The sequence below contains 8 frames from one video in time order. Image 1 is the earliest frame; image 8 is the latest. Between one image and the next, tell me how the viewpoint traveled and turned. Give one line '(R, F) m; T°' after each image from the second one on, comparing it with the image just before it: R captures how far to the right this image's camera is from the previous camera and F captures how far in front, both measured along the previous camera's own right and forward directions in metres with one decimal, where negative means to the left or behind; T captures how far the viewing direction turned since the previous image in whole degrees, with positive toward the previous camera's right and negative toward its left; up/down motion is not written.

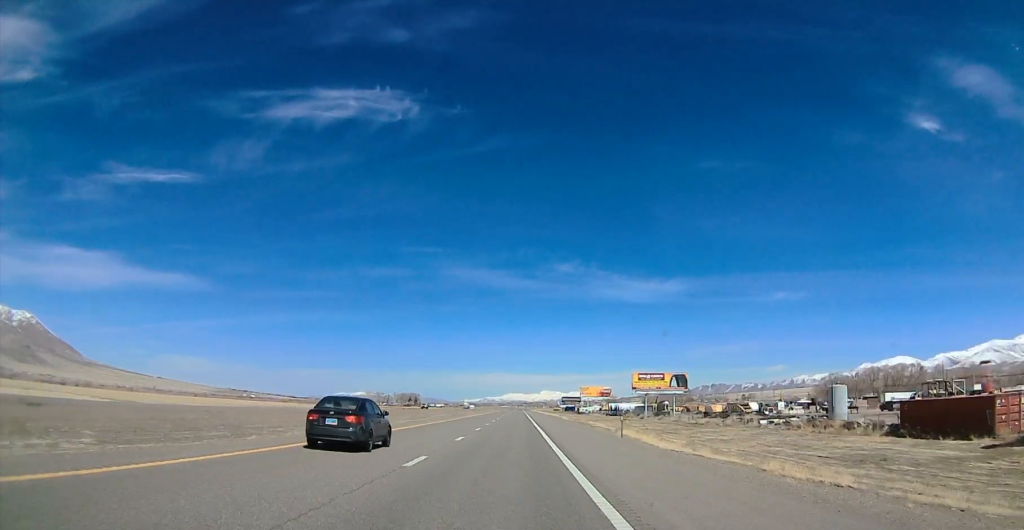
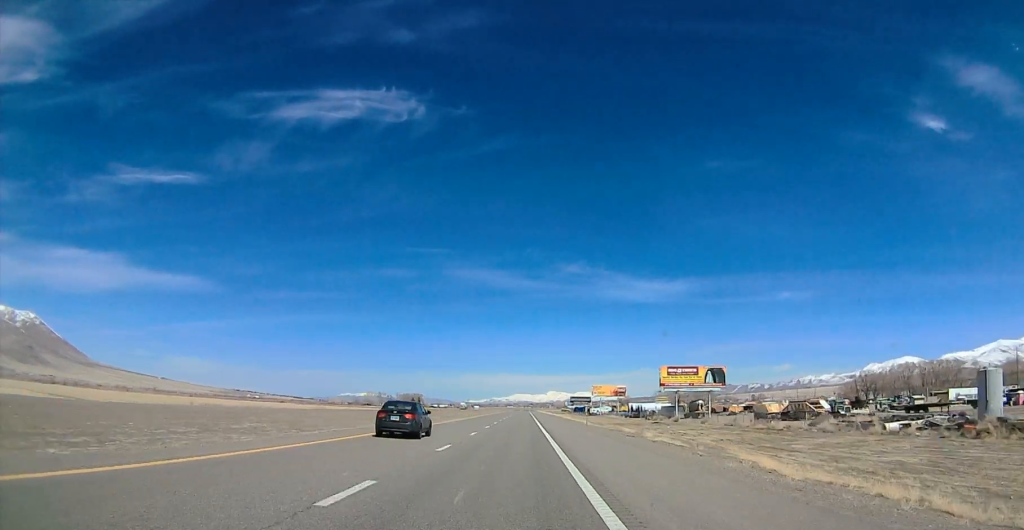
(0.0, +30.6) m; 0°
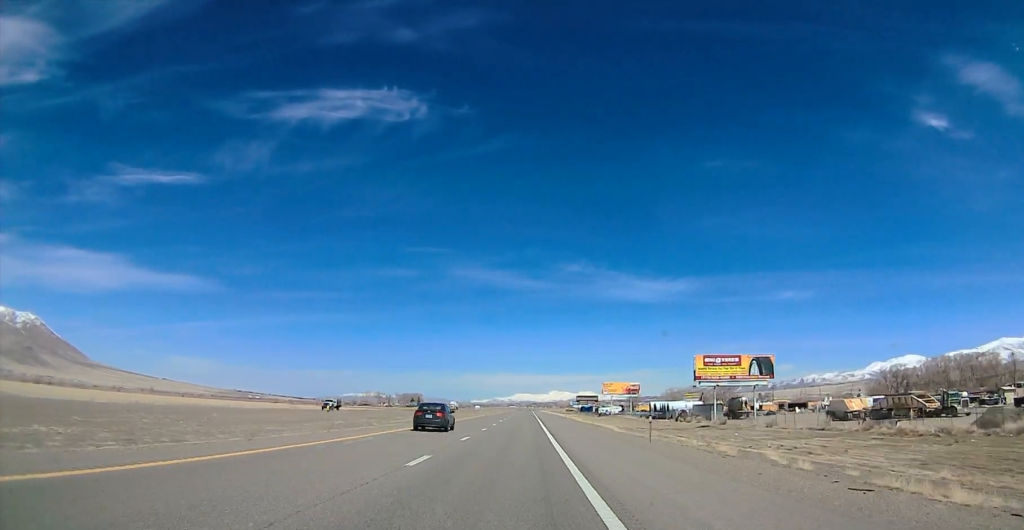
(0.0, +29.7) m; 0°
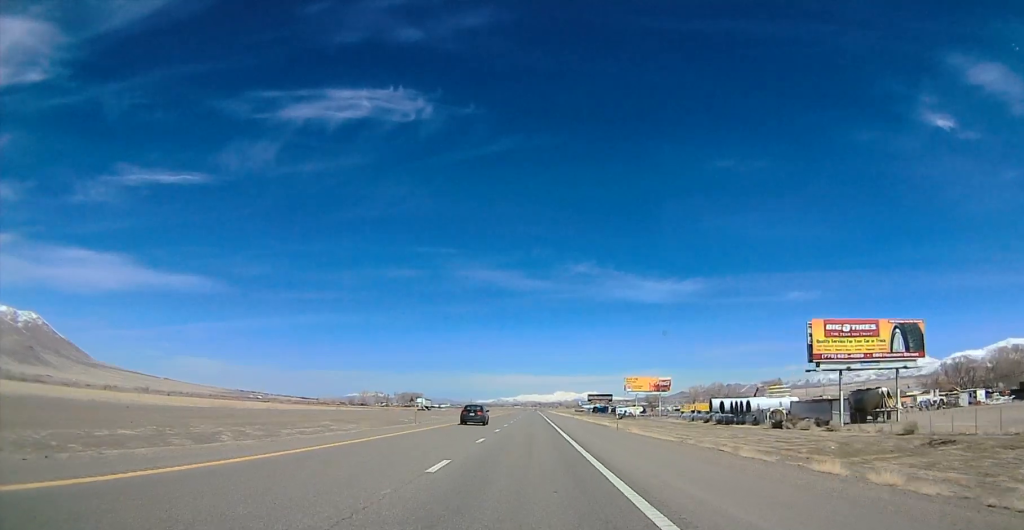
(0.0, +49.8) m; 0°
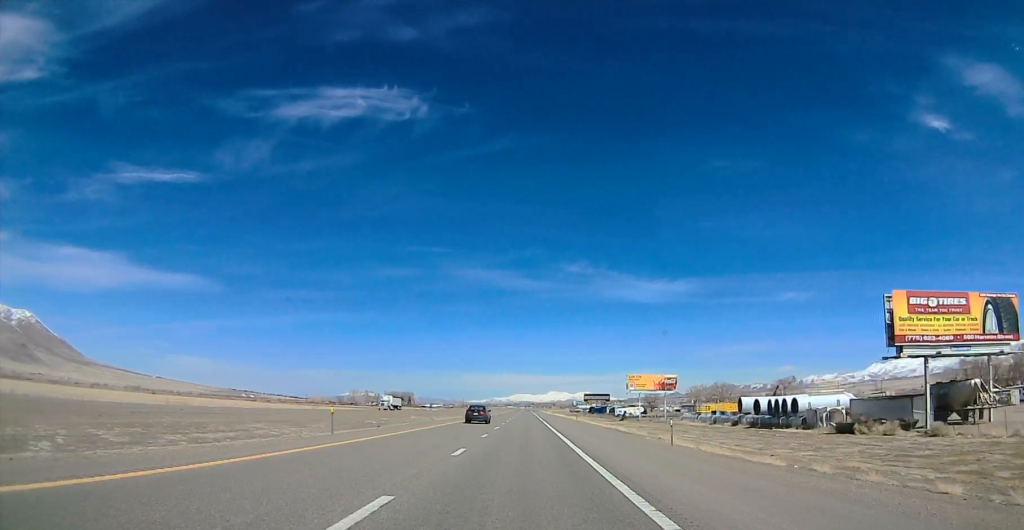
(0.0, +19.2) m; 0°
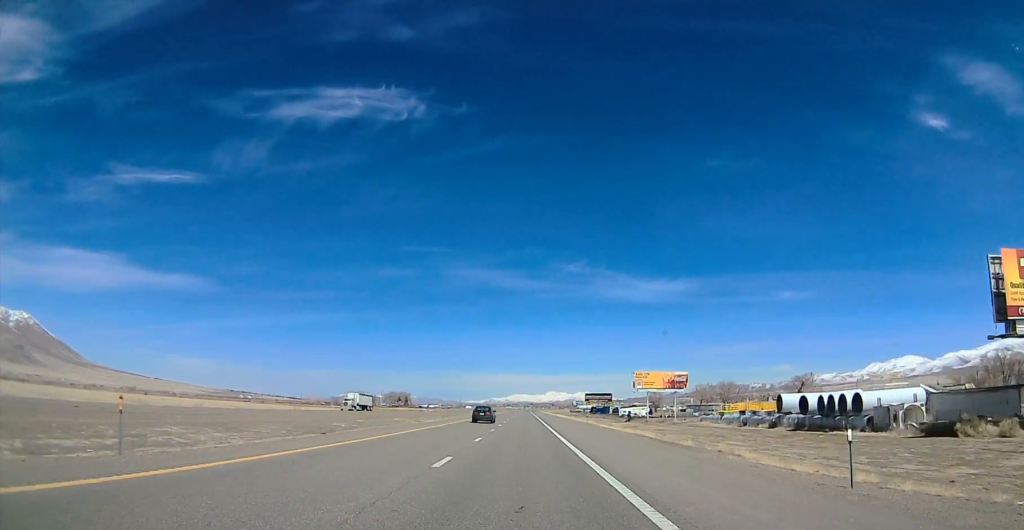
(0.0, +15.8) m; 0°
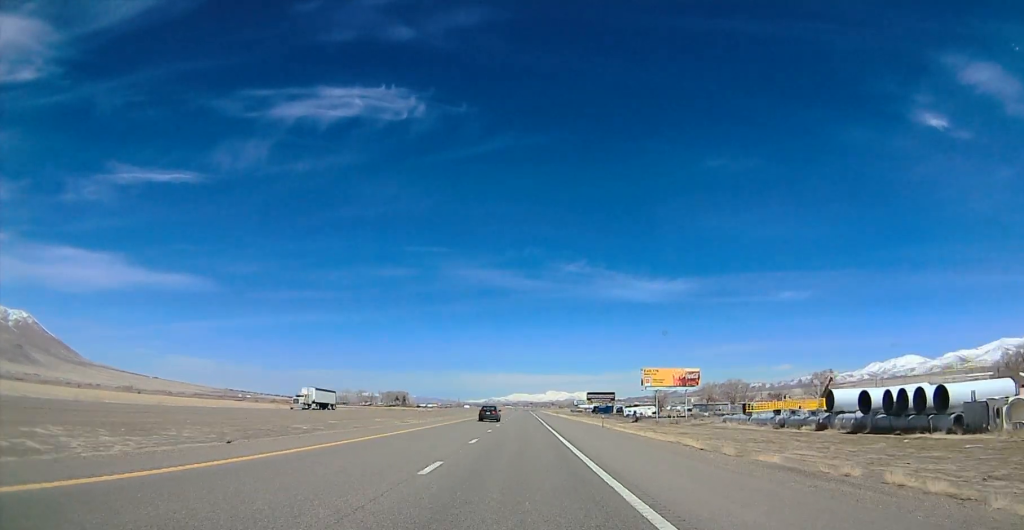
(0.0, +14.0) m; 0°
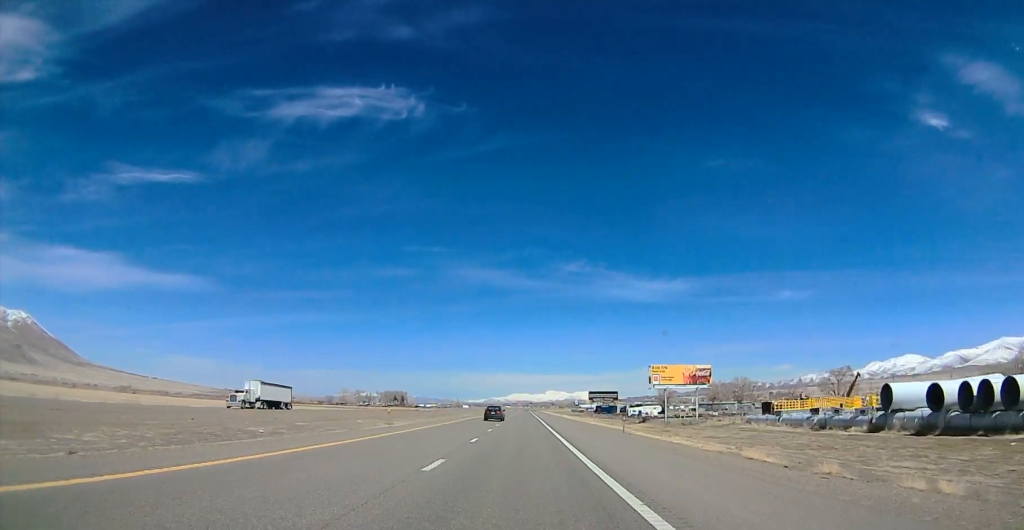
(0.0, +11.4) m; 0°
